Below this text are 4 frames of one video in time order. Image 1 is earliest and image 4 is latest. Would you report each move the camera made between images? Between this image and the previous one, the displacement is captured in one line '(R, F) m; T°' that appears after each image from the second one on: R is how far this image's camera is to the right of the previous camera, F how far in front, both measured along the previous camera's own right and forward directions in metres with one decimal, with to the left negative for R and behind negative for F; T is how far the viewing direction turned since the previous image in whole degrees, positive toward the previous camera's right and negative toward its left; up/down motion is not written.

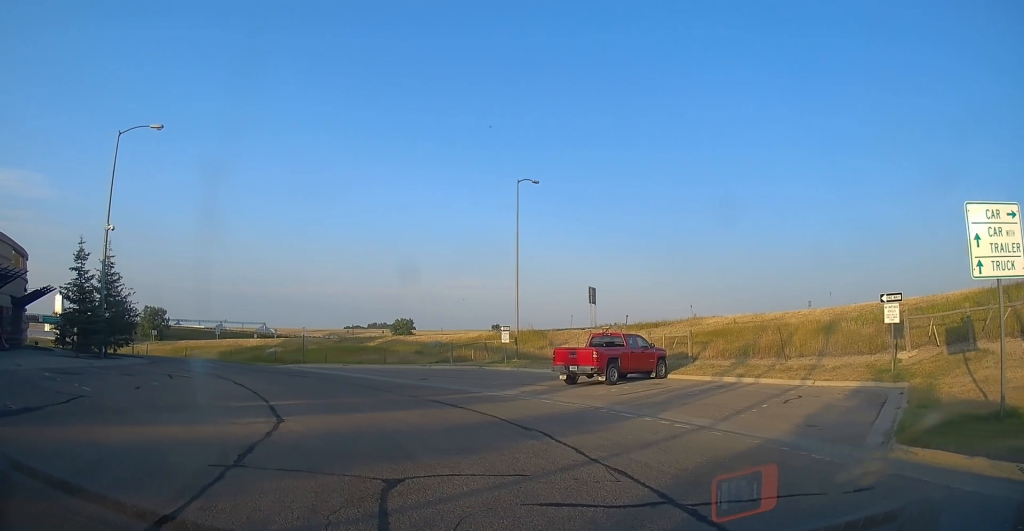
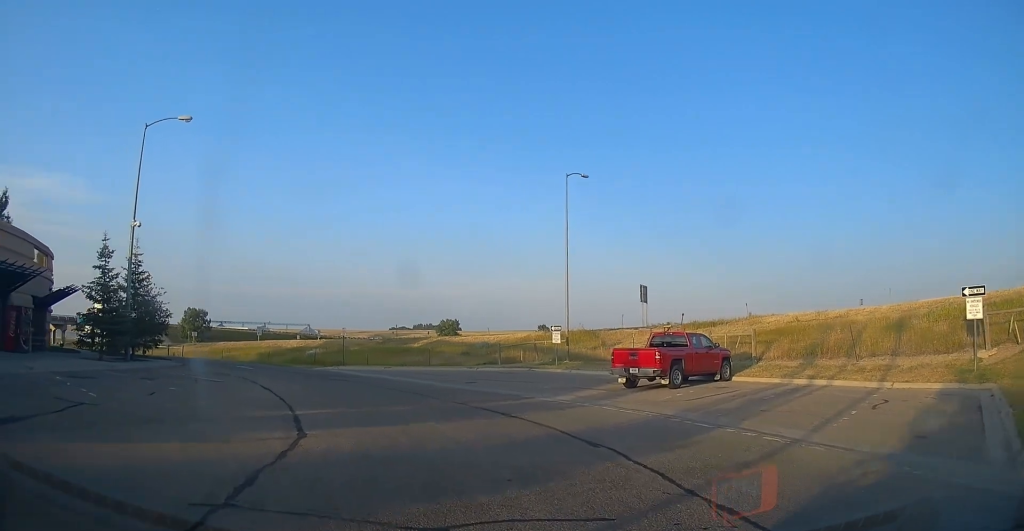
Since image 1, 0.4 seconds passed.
(0.0, +2.0) m; -4°
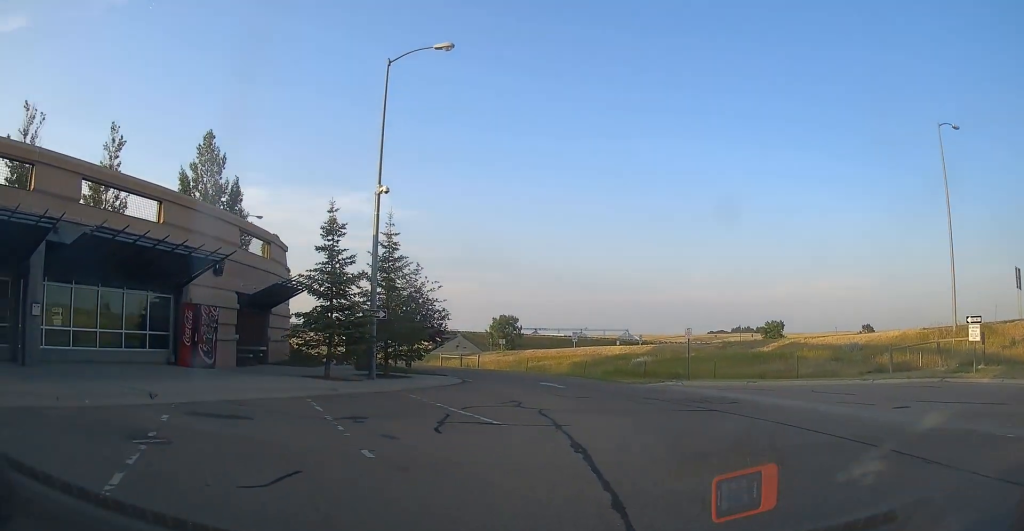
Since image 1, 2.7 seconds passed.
(-2.8, +10.3) m; -32°
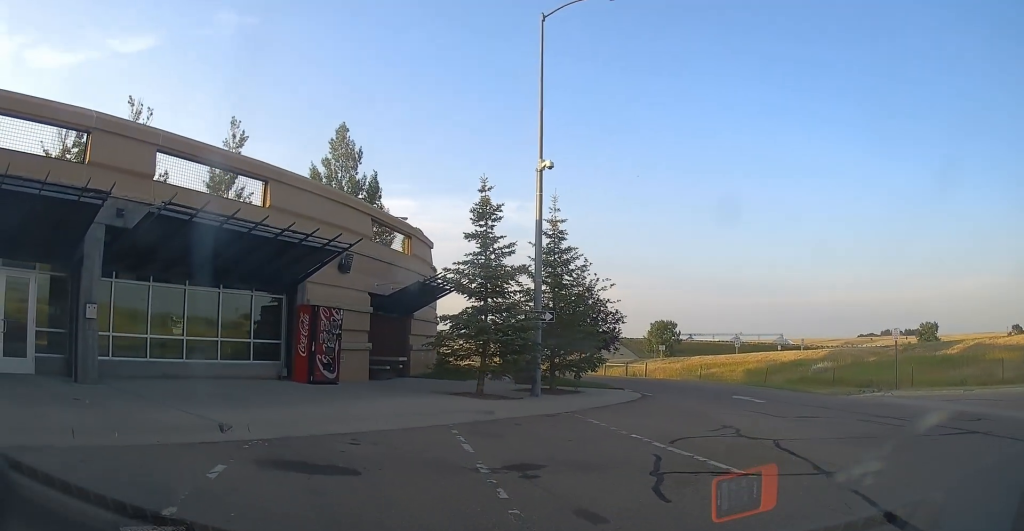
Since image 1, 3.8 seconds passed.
(-0.7, +4.5) m; -12°
